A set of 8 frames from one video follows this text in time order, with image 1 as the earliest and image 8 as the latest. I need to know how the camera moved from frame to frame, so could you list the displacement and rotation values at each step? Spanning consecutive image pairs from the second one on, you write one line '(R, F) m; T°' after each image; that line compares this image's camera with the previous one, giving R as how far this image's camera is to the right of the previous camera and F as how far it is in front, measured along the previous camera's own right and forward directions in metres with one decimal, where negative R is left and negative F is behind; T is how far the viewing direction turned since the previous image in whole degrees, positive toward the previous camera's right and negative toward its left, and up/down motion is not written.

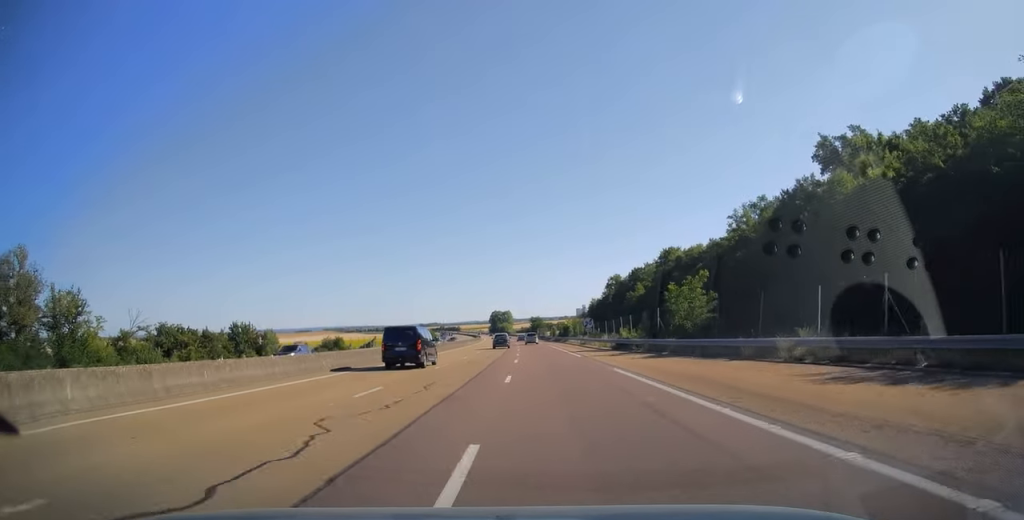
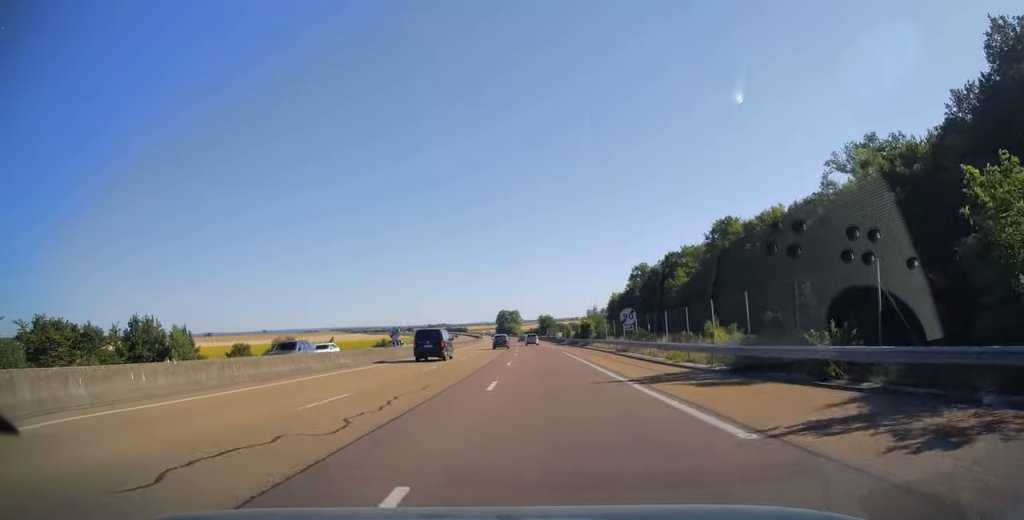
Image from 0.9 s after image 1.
(-0.2, +28.0) m; -1°
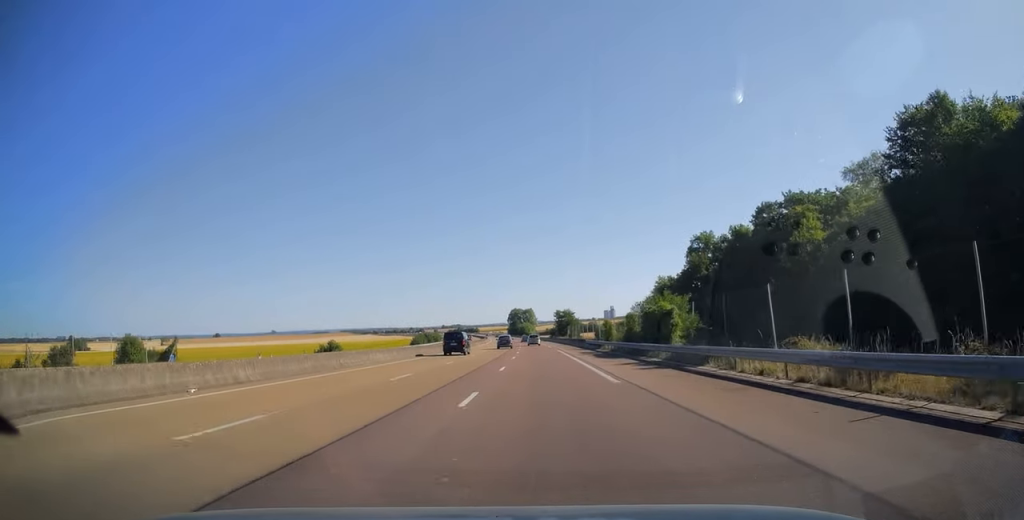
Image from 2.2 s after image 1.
(-0.5, +42.2) m; -1°
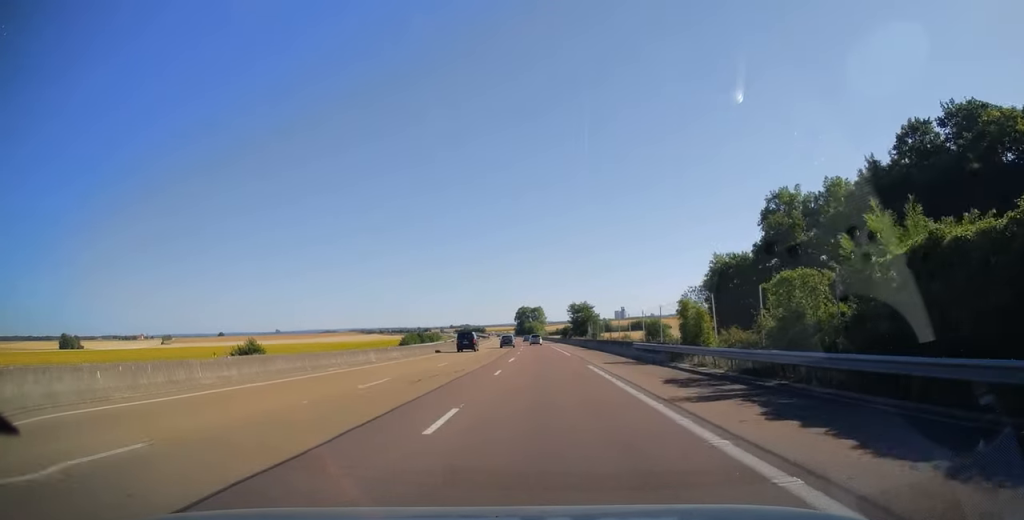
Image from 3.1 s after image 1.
(-0.2, +29.5) m; -1°
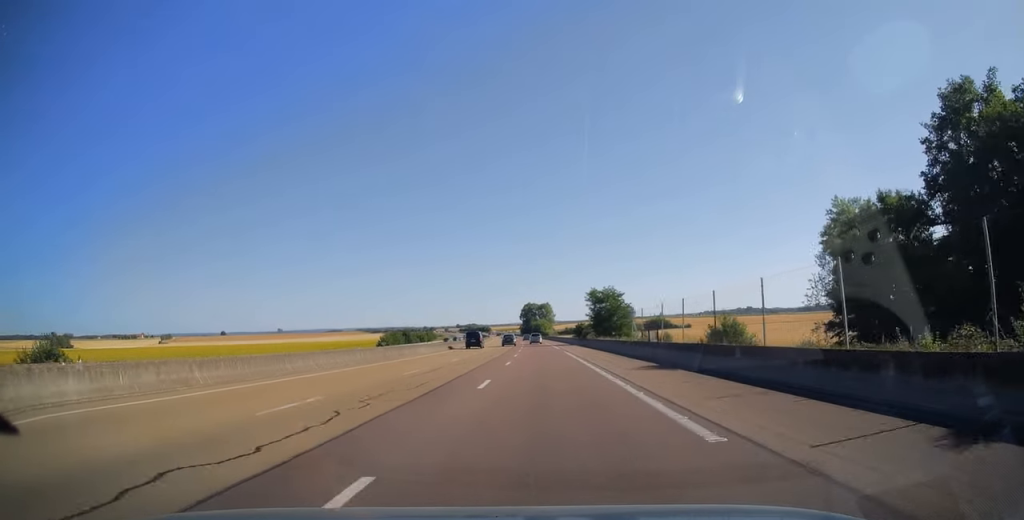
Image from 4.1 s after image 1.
(-0.4, +31.6) m; -1°
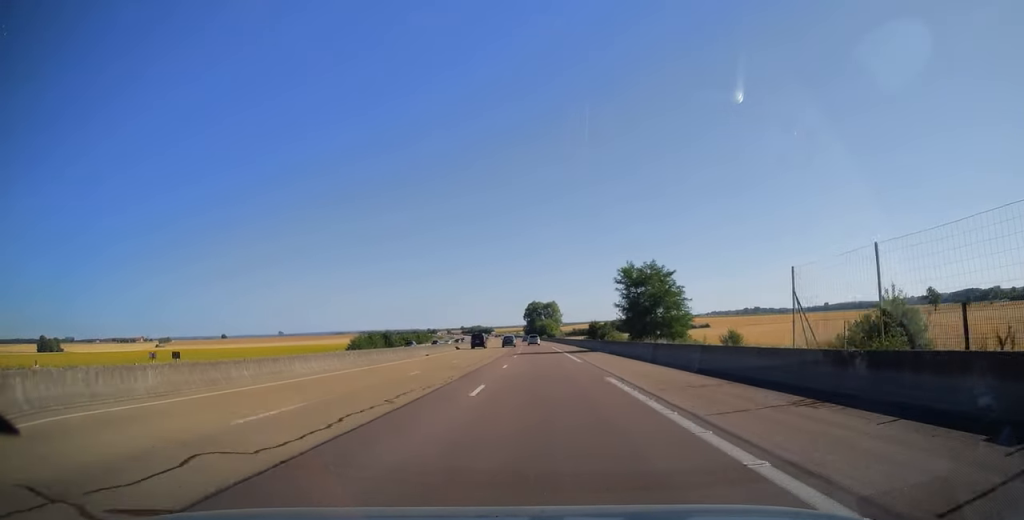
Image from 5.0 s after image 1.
(-0.2, +27.4) m; -1°
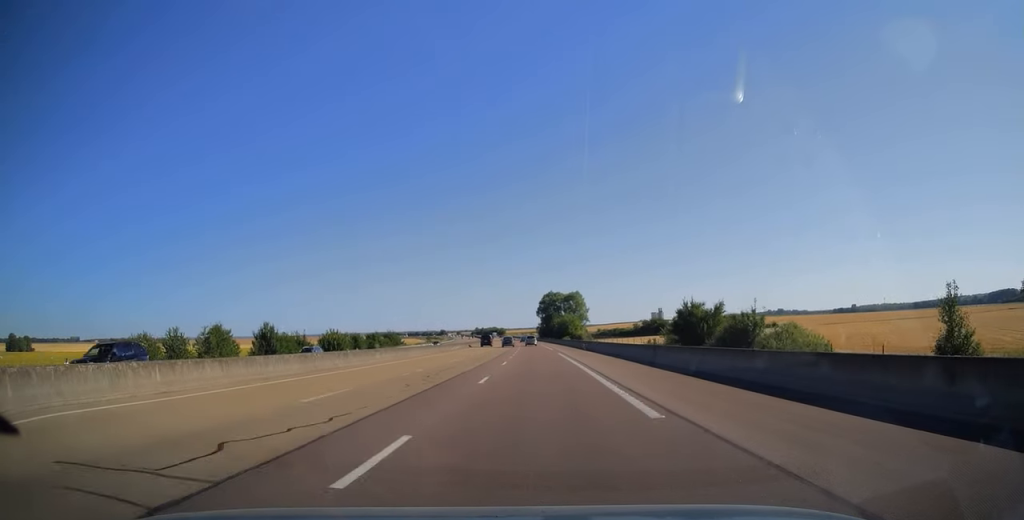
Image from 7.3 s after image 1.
(-0.8, +73.6) m; -2°
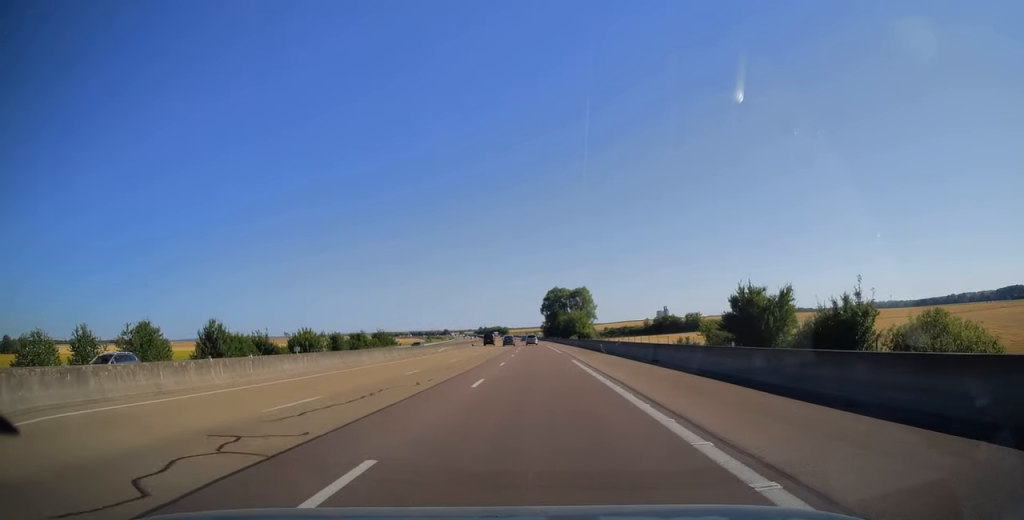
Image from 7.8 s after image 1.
(0.0, +14.7) m; 0°
